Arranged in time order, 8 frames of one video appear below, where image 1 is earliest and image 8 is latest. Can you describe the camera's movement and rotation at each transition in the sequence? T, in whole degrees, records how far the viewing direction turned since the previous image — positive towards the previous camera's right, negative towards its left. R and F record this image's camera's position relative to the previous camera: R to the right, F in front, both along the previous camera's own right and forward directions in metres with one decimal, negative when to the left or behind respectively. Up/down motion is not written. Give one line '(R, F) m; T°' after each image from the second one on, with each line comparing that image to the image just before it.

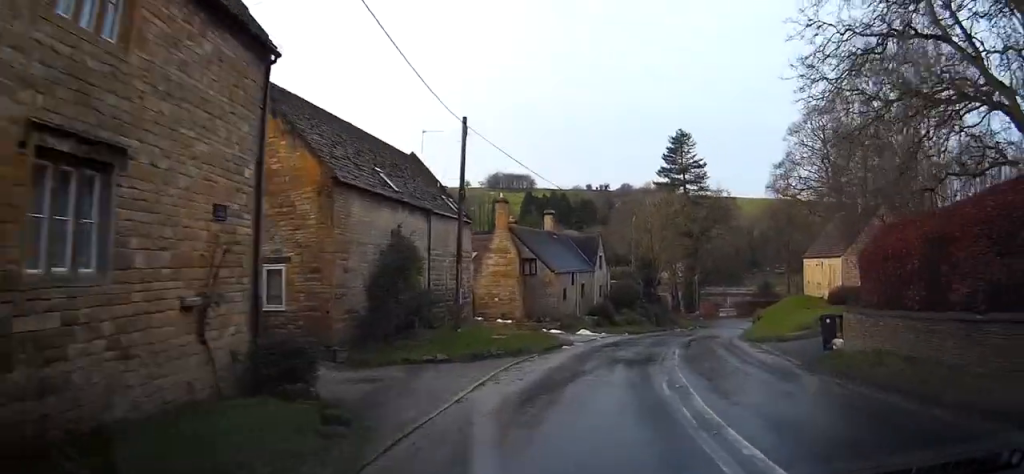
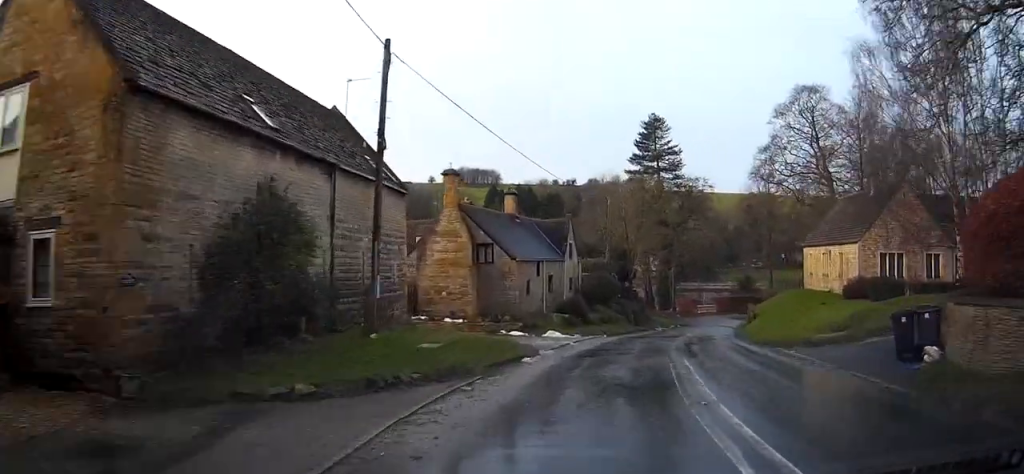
(0.0, +7.7) m; 0°
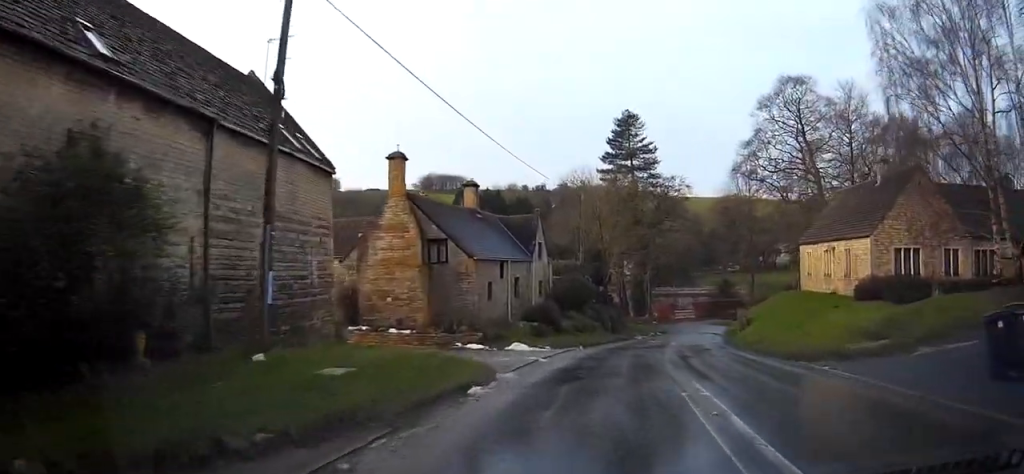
(0.0, +5.4) m; 0°
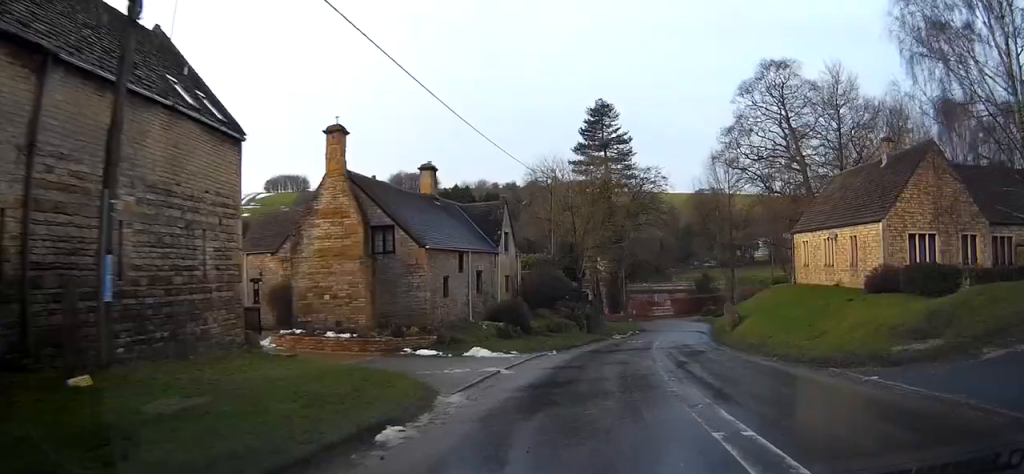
(0.0, +4.5) m; 0°
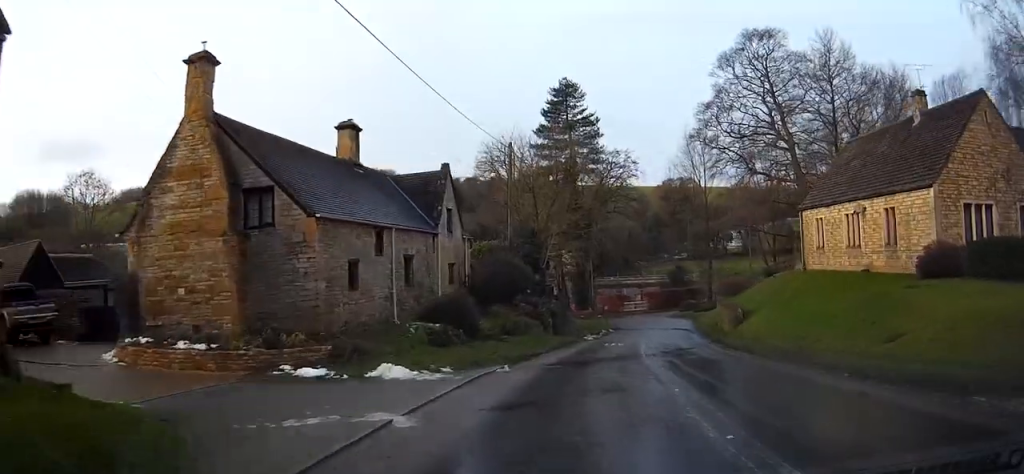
(0.0, +7.7) m; 0°
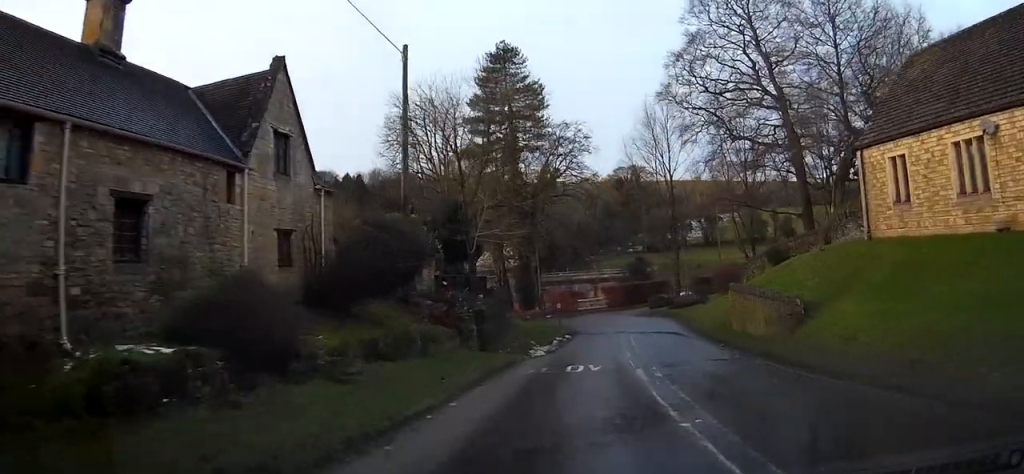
(0.0, +13.5) m; +4°
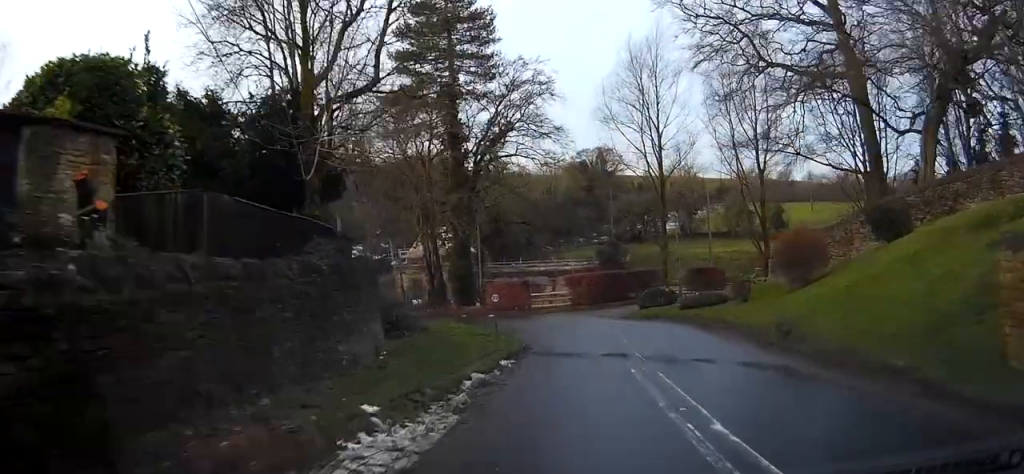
(+1.7, +19.3) m; +7°
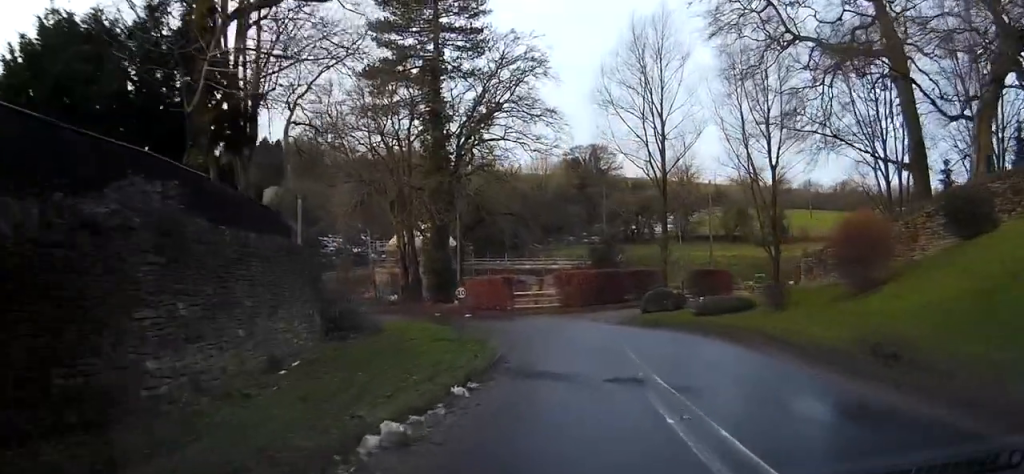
(+0.1, +5.8) m; +2°
